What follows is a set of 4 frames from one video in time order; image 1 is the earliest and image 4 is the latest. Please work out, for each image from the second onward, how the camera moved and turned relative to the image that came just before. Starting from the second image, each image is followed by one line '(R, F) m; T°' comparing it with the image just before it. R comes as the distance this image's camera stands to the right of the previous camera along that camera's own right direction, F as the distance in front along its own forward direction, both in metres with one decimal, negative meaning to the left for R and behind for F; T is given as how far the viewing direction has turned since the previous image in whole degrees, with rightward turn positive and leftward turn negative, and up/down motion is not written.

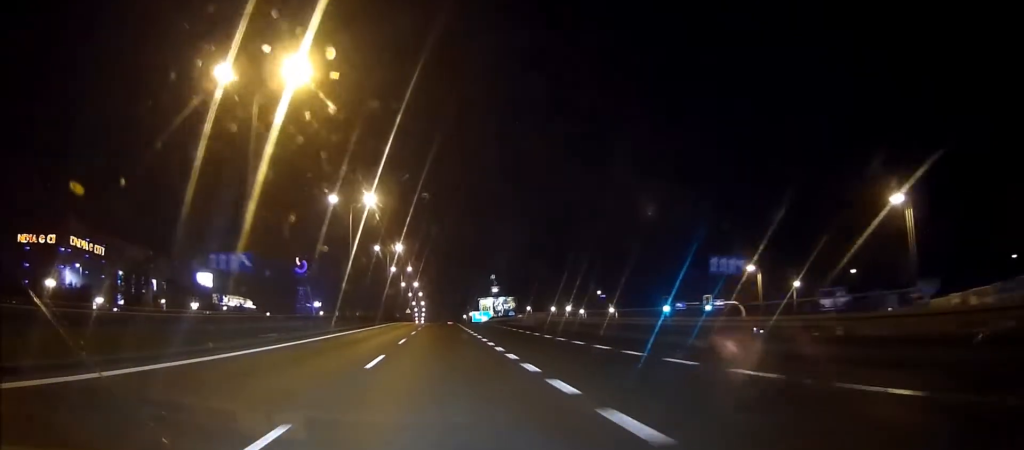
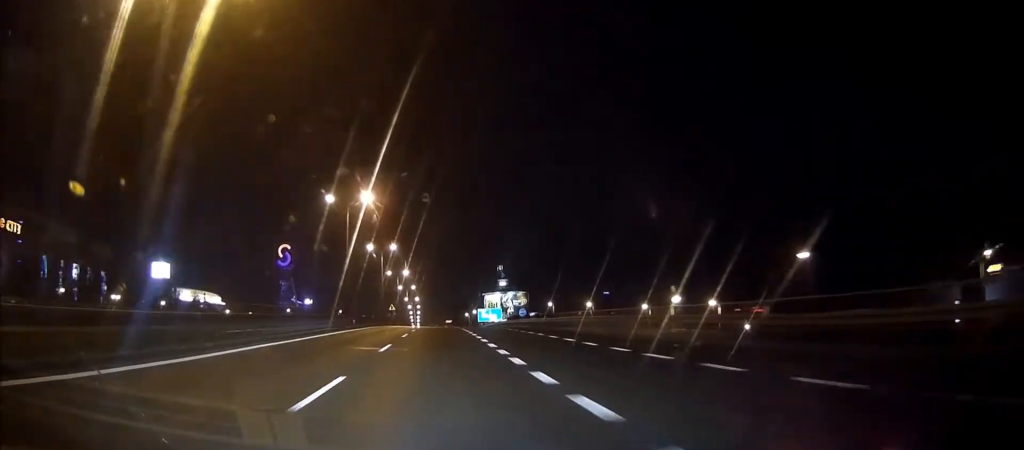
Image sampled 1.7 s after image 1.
(-0.1, +43.0) m; 0°
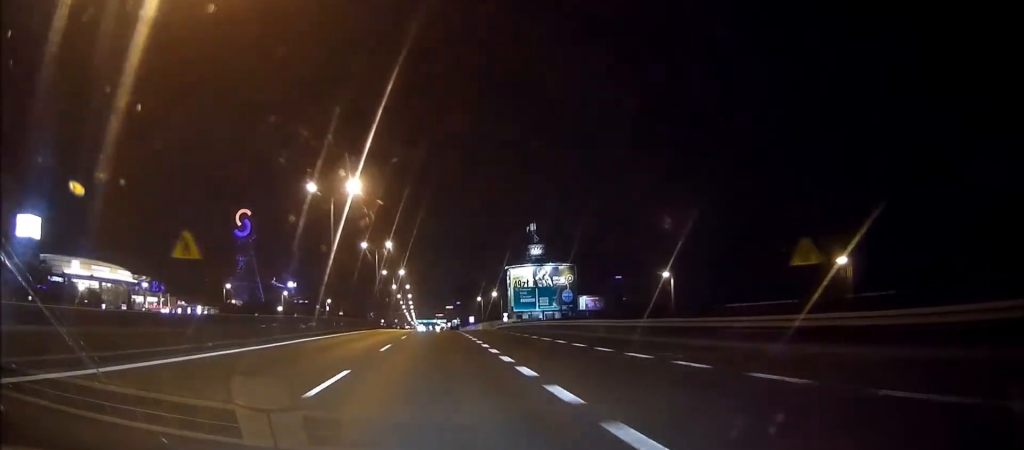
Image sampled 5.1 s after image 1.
(-0.1, +82.9) m; 0°
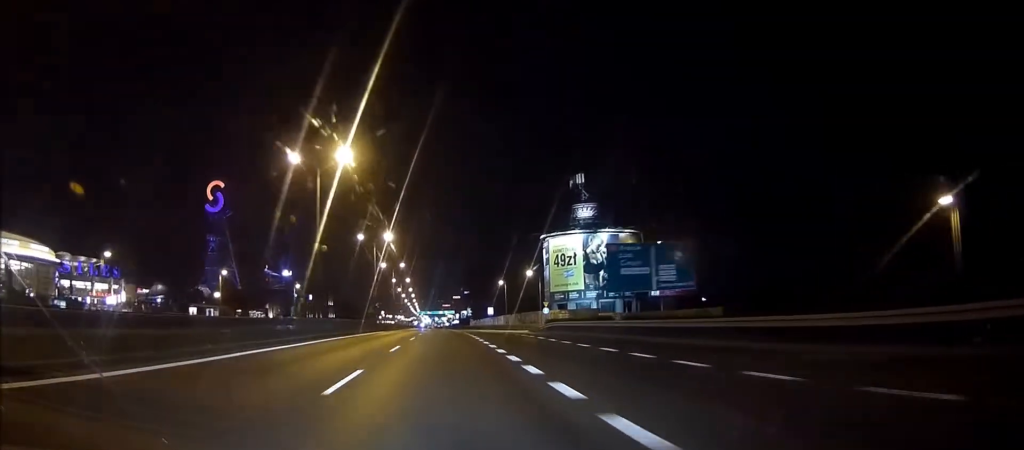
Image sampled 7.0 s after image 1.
(-0.2, +48.1) m; 0°
